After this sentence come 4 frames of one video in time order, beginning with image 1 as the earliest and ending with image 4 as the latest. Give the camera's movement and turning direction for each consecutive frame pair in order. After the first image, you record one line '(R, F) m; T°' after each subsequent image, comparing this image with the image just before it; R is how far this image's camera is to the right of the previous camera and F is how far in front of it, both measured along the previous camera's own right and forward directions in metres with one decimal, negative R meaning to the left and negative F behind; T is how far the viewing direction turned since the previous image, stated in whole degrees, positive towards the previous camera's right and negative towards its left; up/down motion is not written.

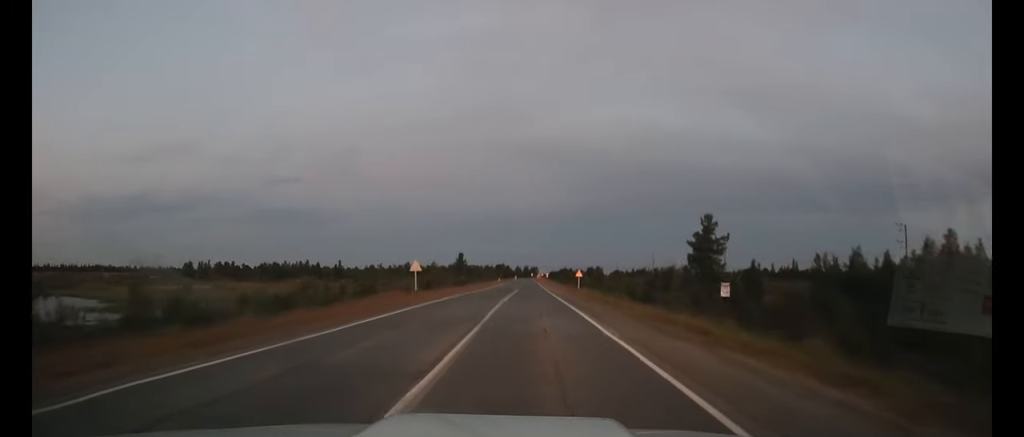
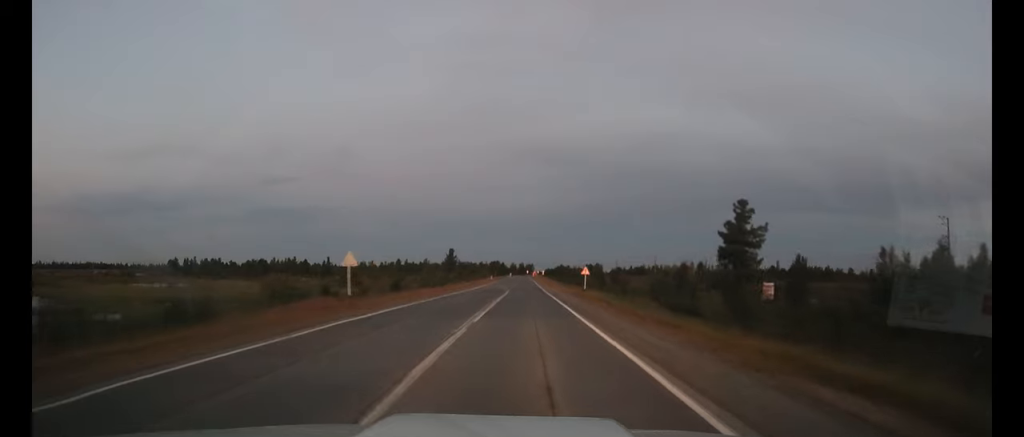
(0.0, +13.0) m; 0°
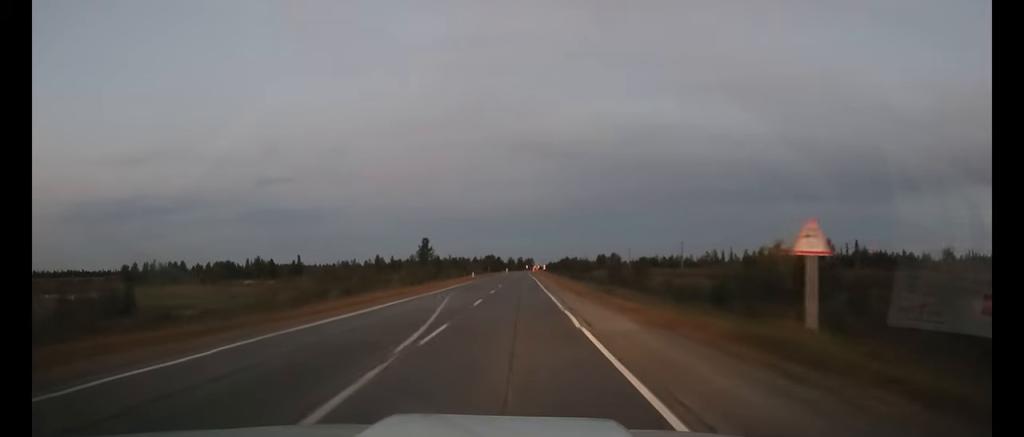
(+0.4, +44.1) m; +1°
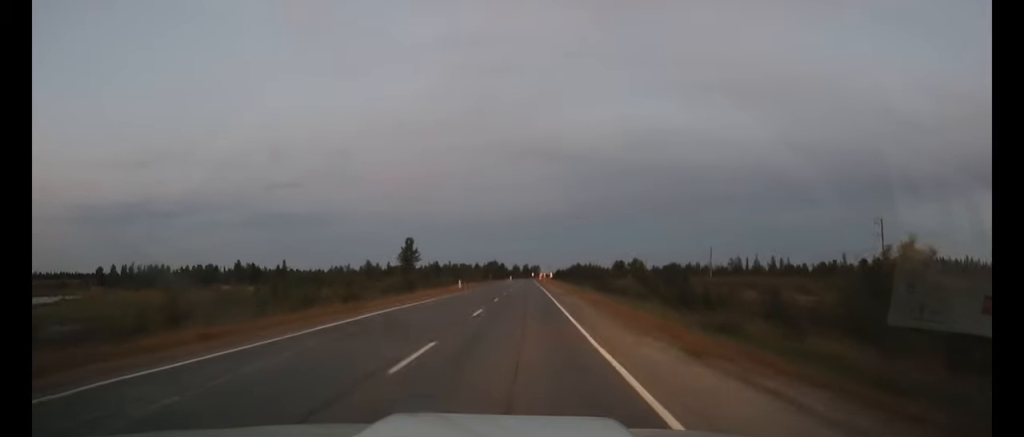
(-0.2, +26.6) m; -1°
